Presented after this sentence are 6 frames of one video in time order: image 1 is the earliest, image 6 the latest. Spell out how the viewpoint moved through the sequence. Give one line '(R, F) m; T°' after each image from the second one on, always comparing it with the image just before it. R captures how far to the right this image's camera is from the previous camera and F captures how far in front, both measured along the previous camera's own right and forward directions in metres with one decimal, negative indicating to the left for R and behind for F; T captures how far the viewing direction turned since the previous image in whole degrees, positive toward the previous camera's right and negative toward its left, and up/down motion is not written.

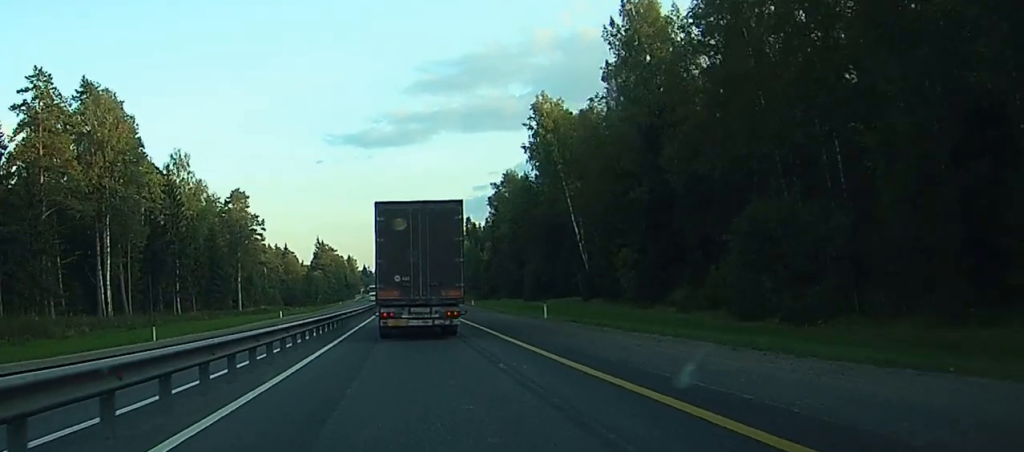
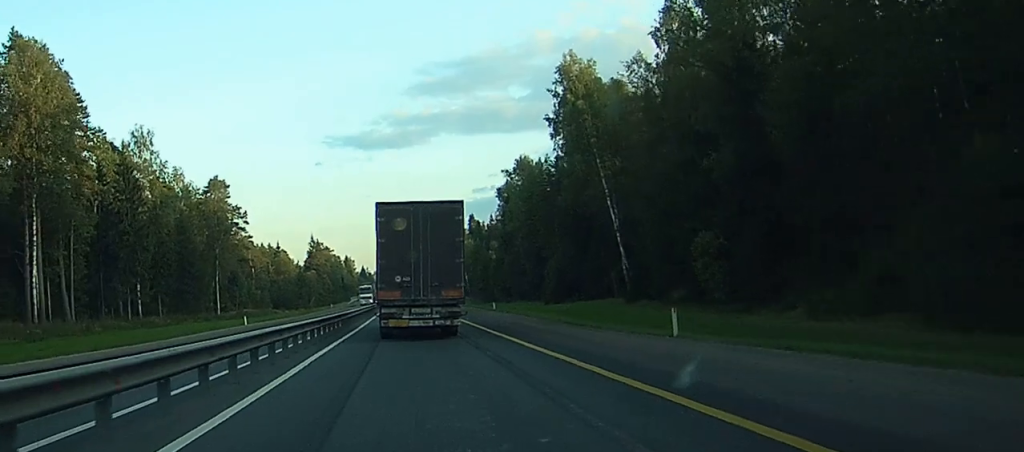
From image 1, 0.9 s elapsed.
(0.0, +14.8) m; 0°
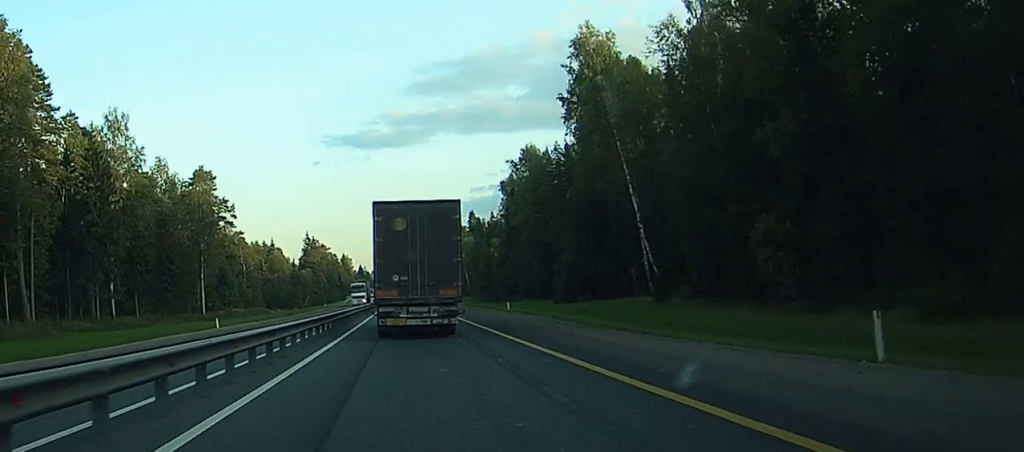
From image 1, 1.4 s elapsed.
(0.0, +7.3) m; 0°
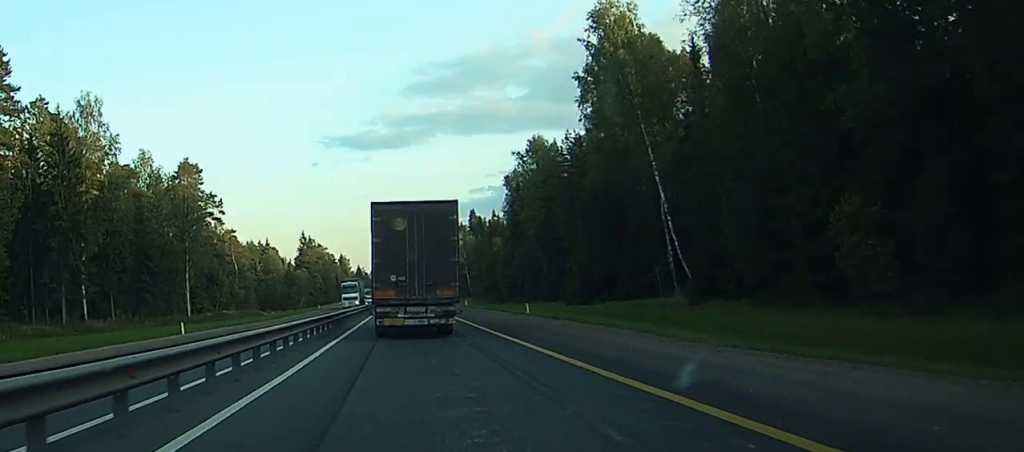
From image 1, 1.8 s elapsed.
(0.0, +6.8) m; 0°
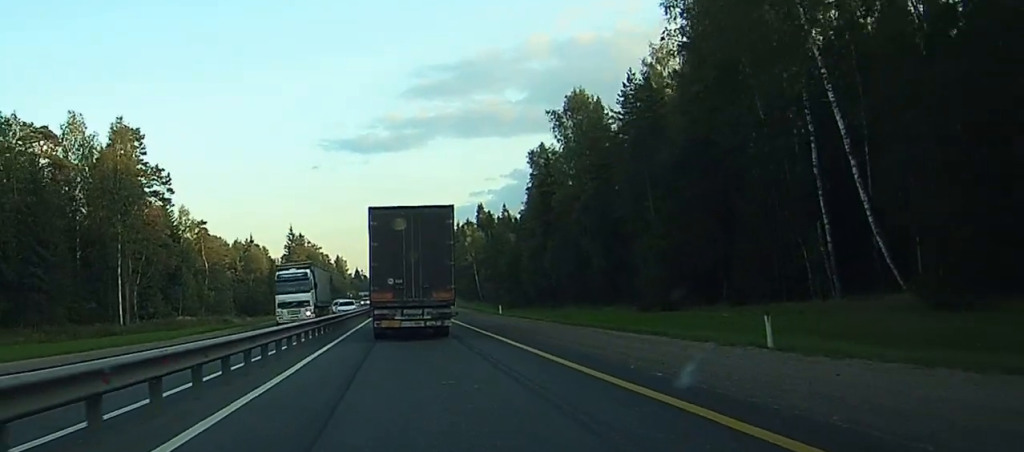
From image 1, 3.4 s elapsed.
(-0.1, +28.2) m; 0°
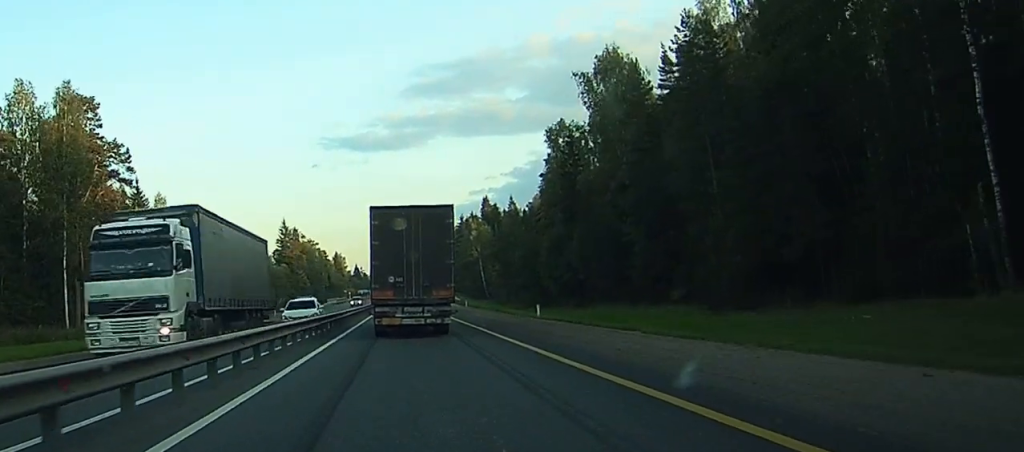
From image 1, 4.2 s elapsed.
(0.0, +16.1) m; 0°
